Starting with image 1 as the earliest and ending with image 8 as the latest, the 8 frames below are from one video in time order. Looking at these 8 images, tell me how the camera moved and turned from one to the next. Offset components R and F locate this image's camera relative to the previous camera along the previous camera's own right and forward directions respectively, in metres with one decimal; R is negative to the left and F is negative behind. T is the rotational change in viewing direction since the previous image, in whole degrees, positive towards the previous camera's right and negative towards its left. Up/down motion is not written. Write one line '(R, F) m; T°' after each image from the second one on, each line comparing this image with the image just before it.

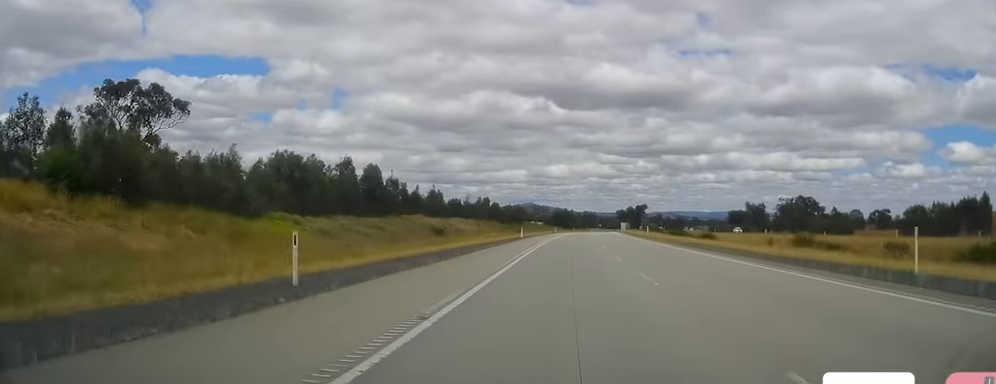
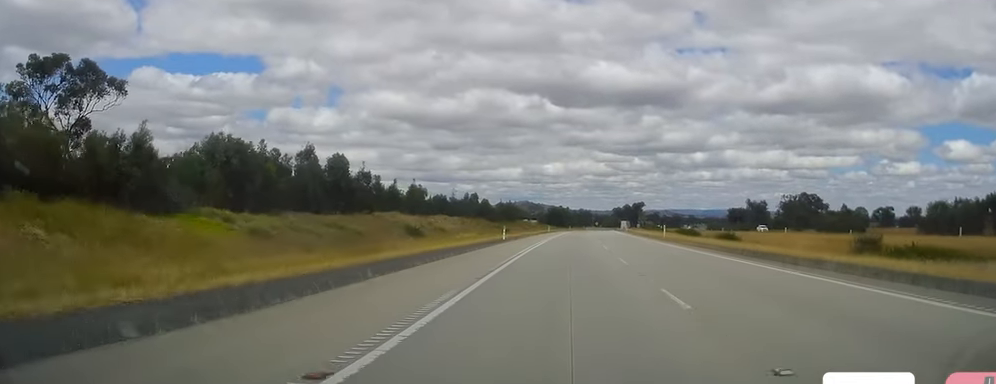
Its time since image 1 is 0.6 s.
(-0.2, +16.3) m; +1°
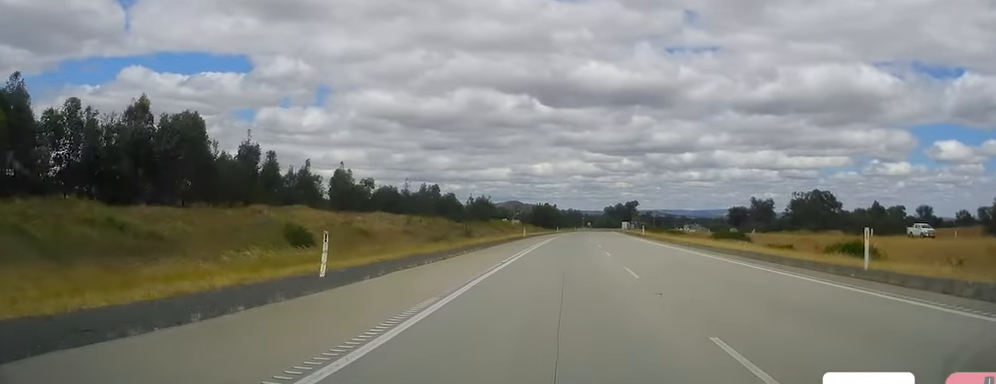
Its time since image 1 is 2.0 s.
(+1.2, +42.1) m; +2°
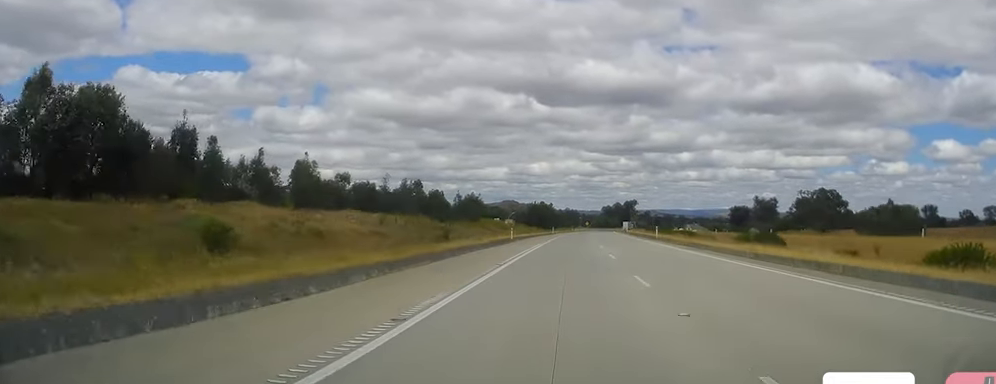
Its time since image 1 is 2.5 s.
(0.0, +14.4) m; 0°
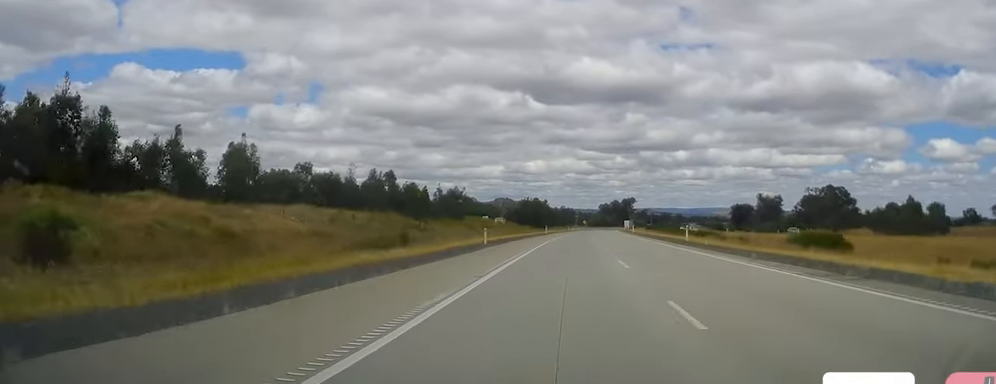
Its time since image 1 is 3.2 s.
(0.0, +18.3) m; 0°
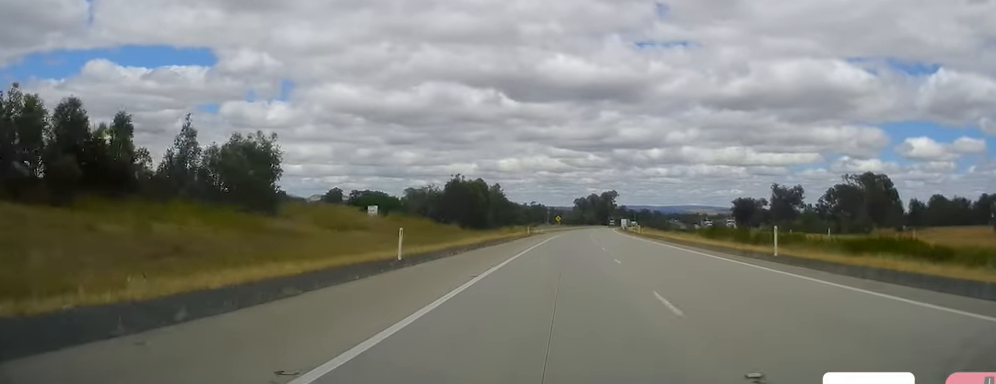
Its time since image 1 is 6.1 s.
(+0.2, +83.5) m; +1°
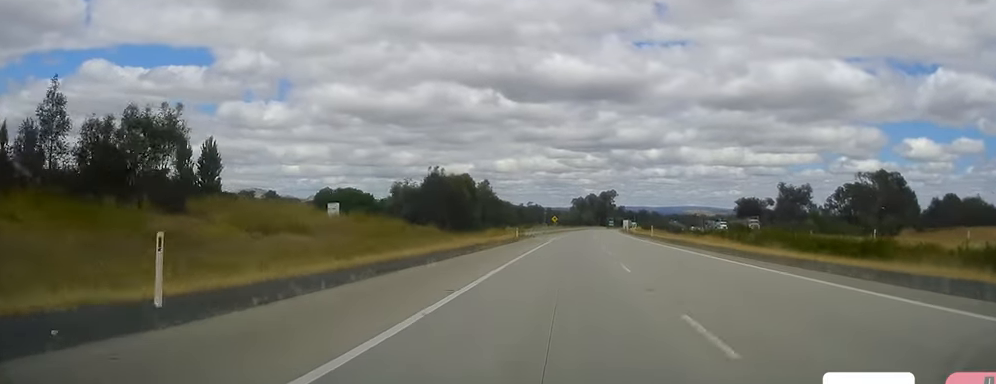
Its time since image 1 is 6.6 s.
(+0.2, +15.3) m; +1°
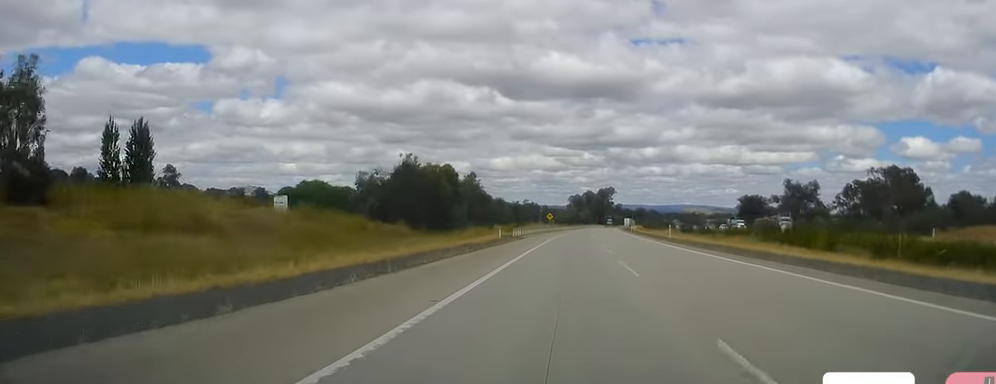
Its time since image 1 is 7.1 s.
(+0.1, +14.4) m; 0°
